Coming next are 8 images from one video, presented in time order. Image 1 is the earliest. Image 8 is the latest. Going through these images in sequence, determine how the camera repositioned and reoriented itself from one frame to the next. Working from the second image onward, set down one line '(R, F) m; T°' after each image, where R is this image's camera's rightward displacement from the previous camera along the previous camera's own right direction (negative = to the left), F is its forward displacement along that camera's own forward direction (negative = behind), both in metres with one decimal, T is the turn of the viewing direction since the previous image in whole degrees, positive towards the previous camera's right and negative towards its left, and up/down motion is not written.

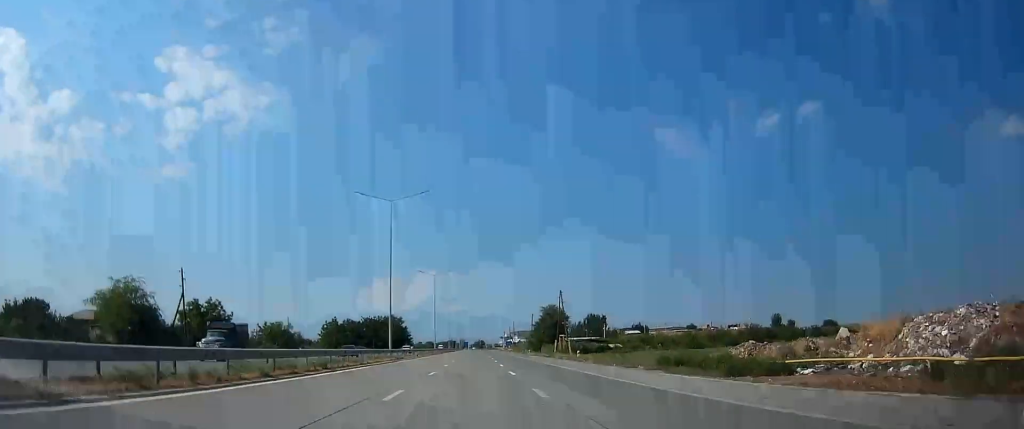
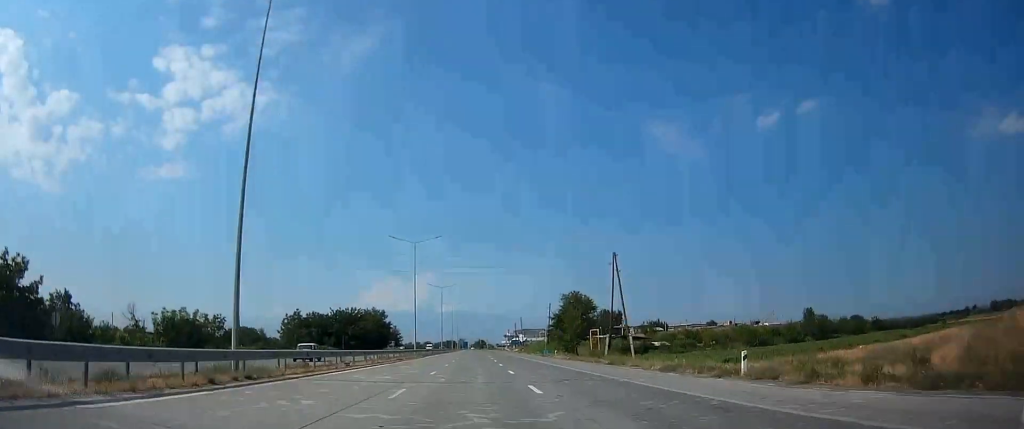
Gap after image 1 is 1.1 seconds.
(+0.1, +34.6) m; -1°
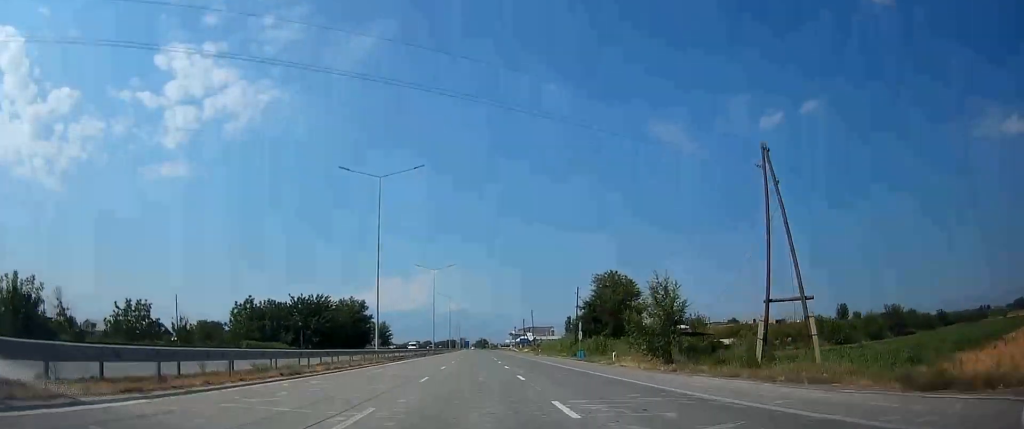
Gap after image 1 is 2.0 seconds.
(-0.3, +29.2) m; 0°
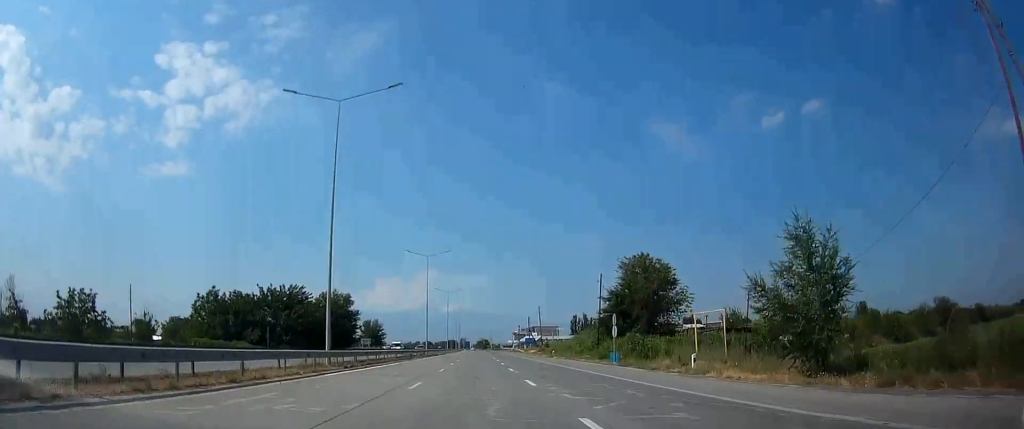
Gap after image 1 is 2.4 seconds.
(-0.2, +15.1) m; 0°
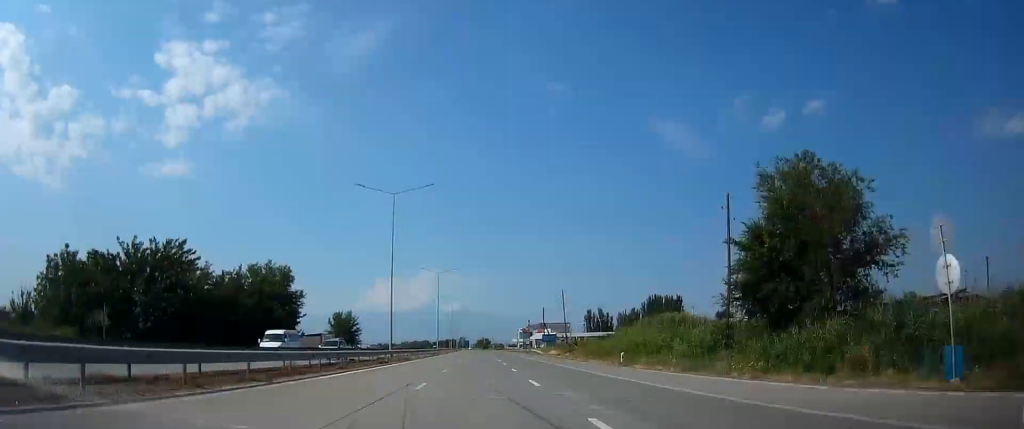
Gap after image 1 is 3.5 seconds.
(+0.7, +35.7) m; 0°
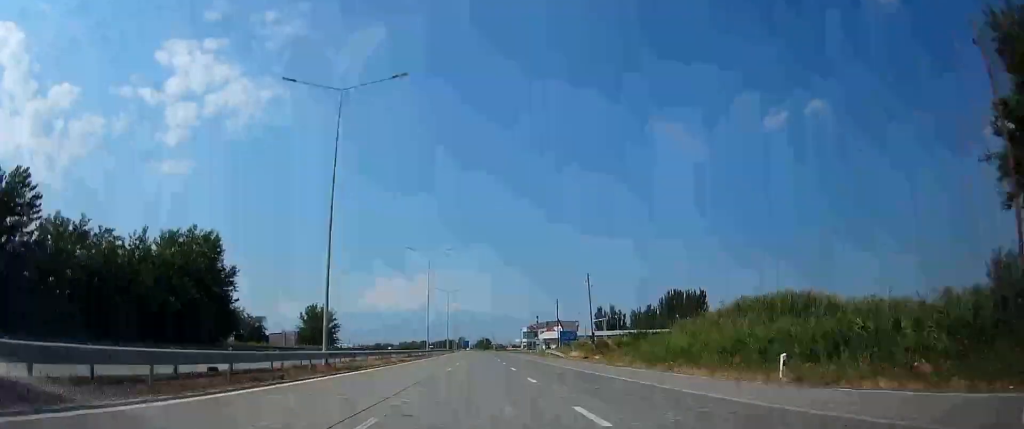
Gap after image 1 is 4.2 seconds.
(-0.5, +21.6) m; -1°
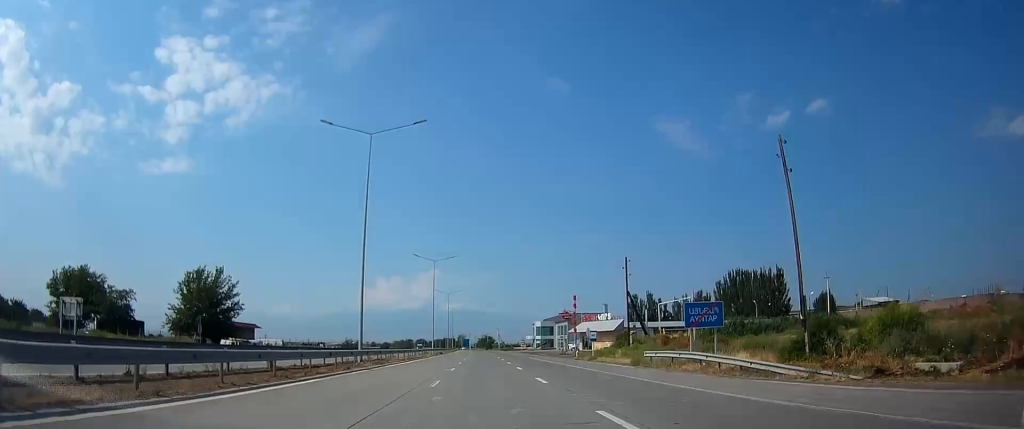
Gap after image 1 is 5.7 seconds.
(+0.5, +48.7) m; +2°
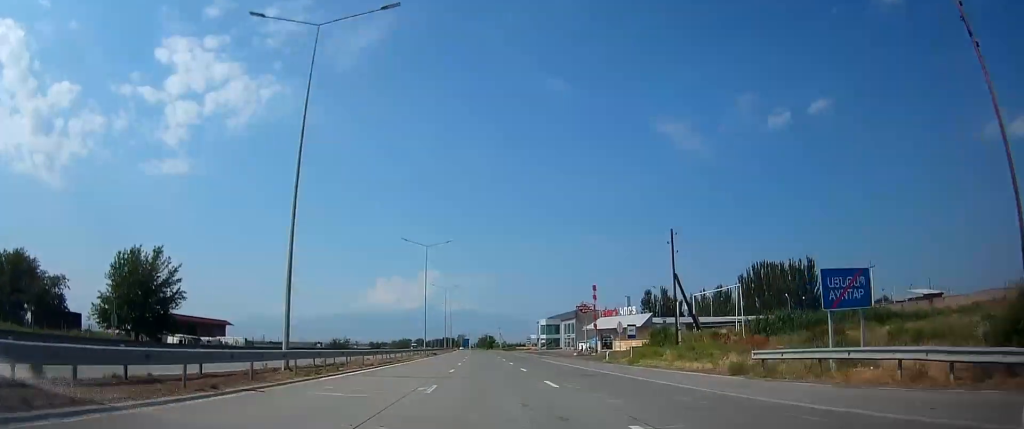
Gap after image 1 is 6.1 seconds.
(+0.4, +14.1) m; 0°
